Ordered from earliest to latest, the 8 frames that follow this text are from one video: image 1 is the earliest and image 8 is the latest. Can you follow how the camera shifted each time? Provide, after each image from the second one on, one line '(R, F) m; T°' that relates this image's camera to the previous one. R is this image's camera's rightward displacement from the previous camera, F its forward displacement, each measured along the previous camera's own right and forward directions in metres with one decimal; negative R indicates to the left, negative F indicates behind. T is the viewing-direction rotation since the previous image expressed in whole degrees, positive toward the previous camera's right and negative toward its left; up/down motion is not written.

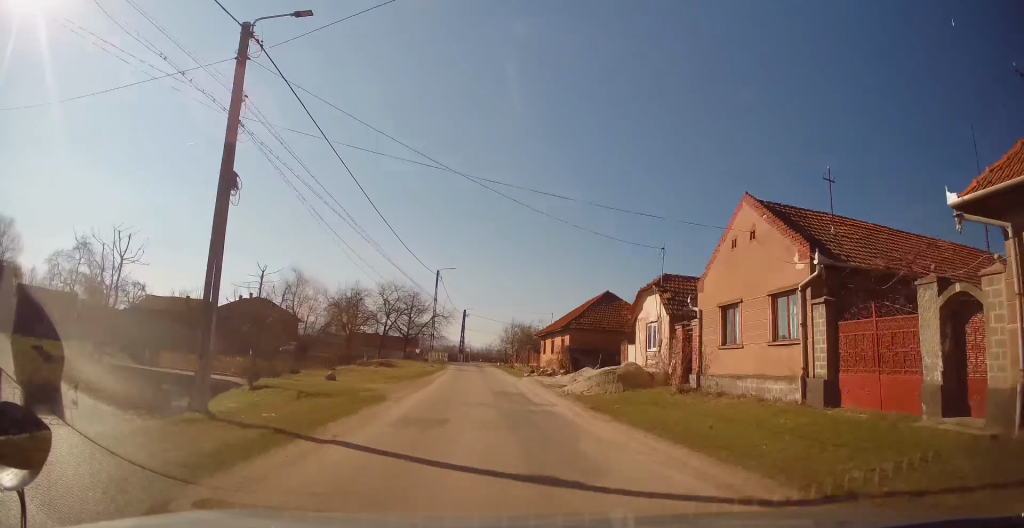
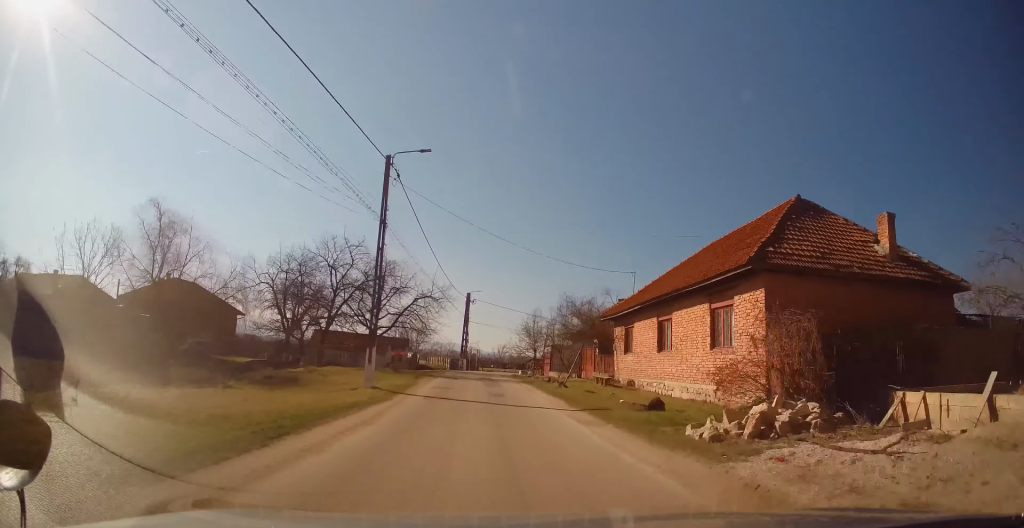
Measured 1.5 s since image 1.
(+0.7, +27.1) m; +1°
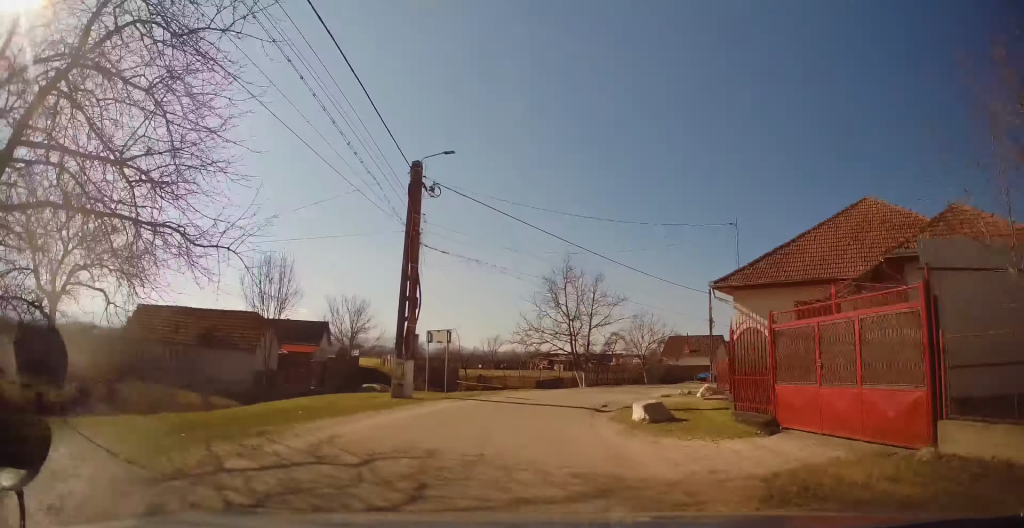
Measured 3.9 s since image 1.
(-0.6, +38.1) m; 0°
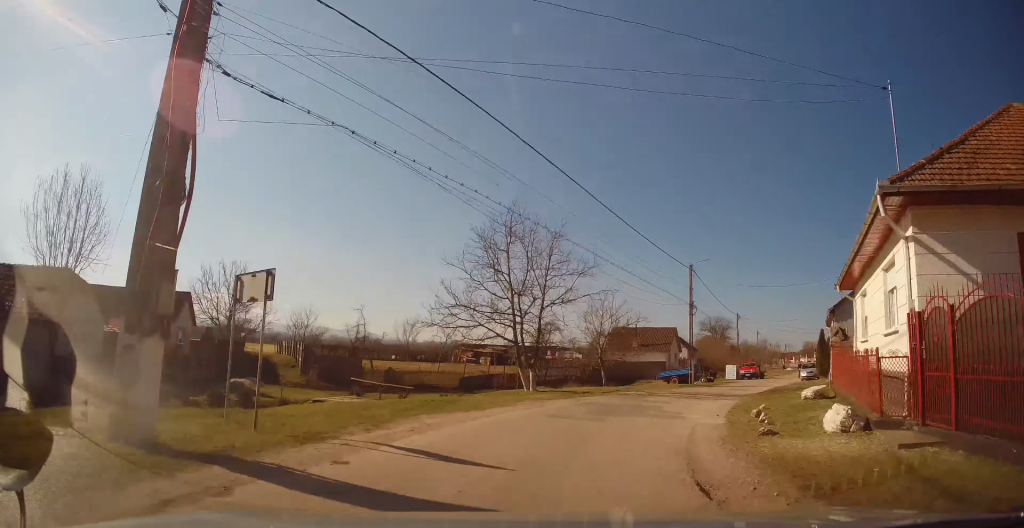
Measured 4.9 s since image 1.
(+0.4, +11.8) m; +9°
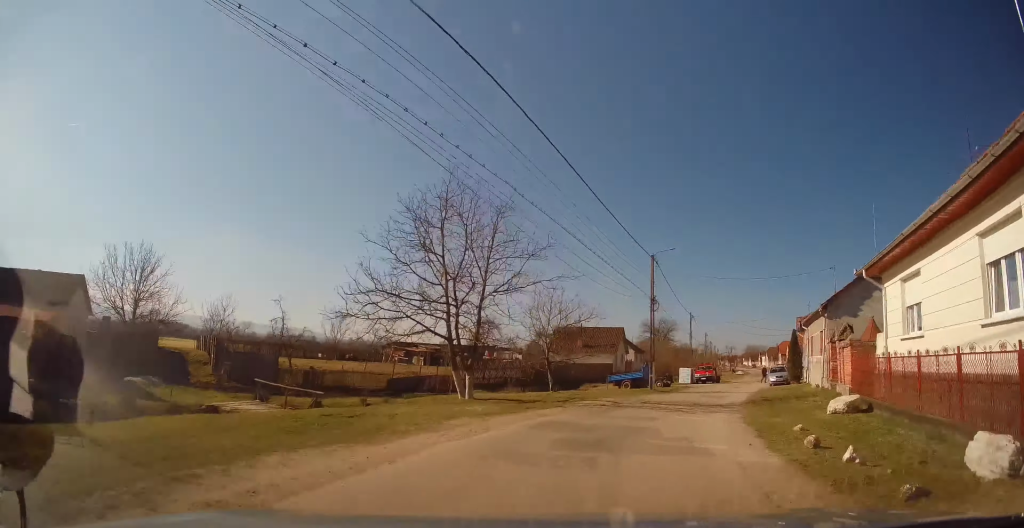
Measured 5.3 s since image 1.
(+0.4, +4.4) m; +6°
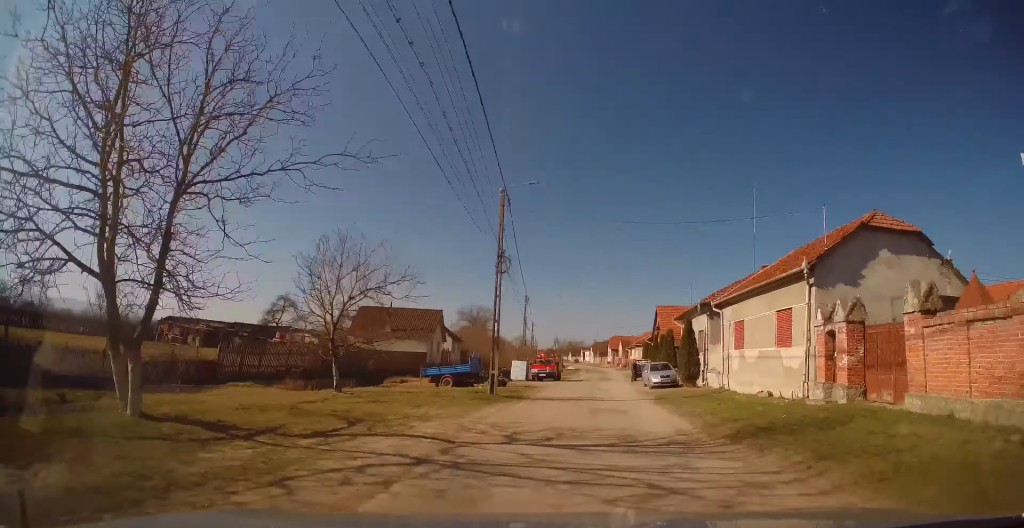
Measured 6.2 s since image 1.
(+1.3, +9.8) m; +14°
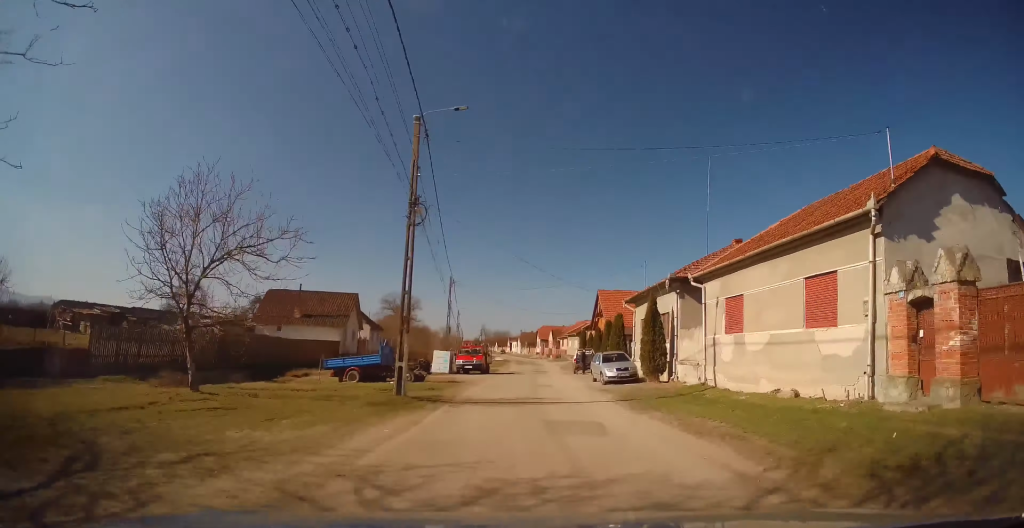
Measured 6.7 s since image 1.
(+0.3, +4.3) m; +5°
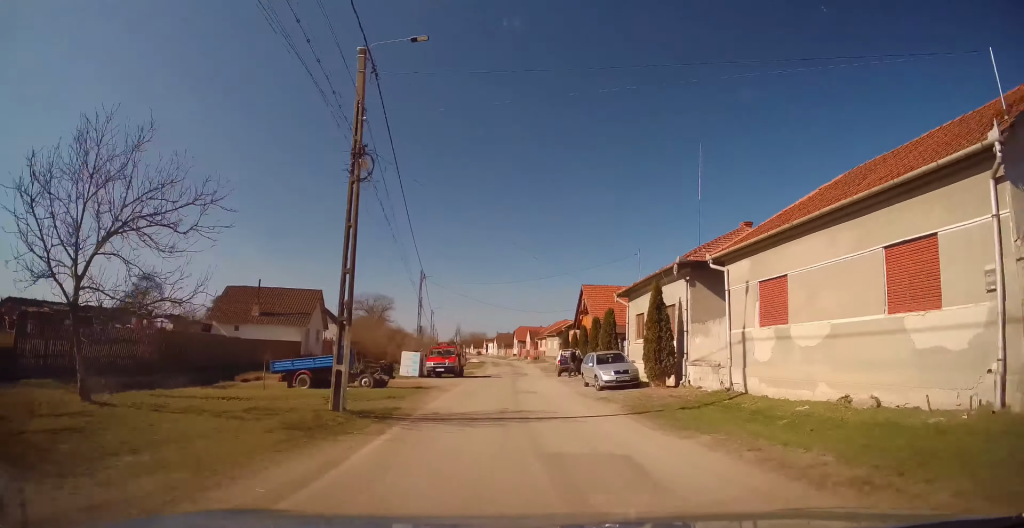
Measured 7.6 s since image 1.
(+0.7, +8.4) m; +7°
